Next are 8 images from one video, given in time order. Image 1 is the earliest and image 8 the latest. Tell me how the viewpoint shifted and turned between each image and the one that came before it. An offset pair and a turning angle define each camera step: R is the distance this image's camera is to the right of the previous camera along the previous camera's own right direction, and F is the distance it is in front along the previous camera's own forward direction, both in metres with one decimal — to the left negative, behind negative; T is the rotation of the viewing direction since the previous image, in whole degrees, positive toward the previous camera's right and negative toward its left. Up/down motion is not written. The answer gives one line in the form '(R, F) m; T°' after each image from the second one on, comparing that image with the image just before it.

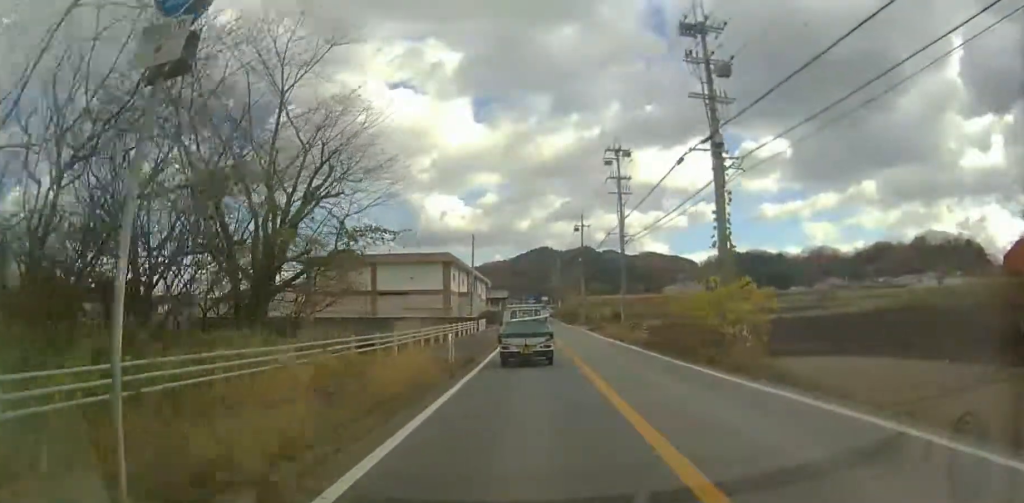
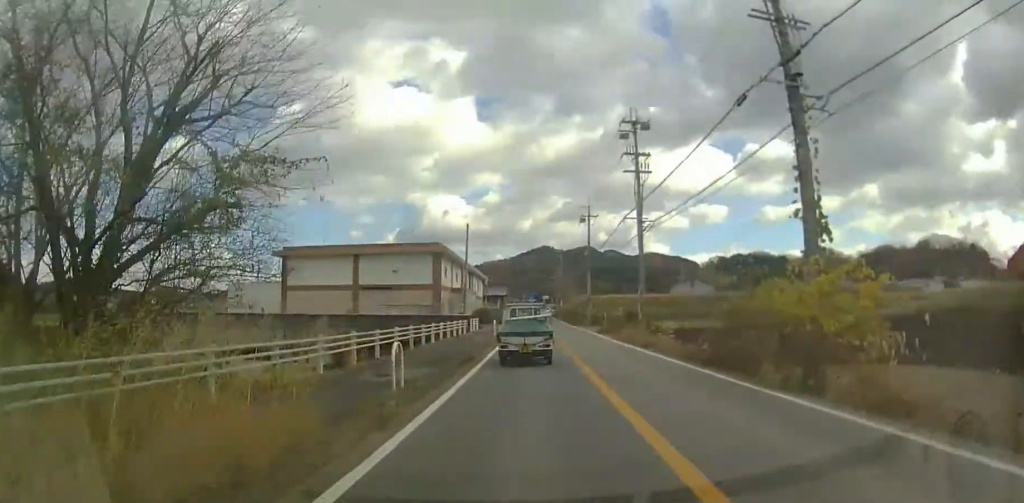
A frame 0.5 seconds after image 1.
(0.0, +6.0) m; 0°
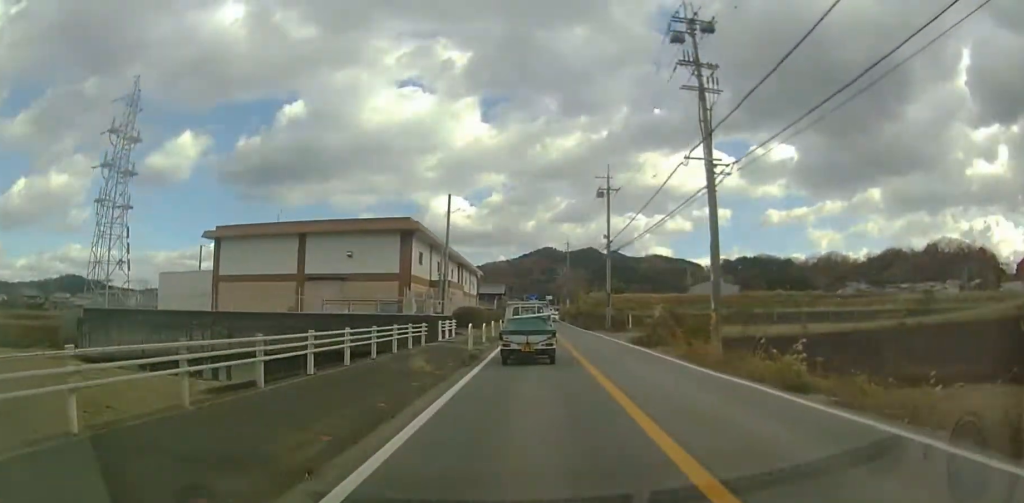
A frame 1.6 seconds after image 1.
(+0.1, +12.9) m; 0°
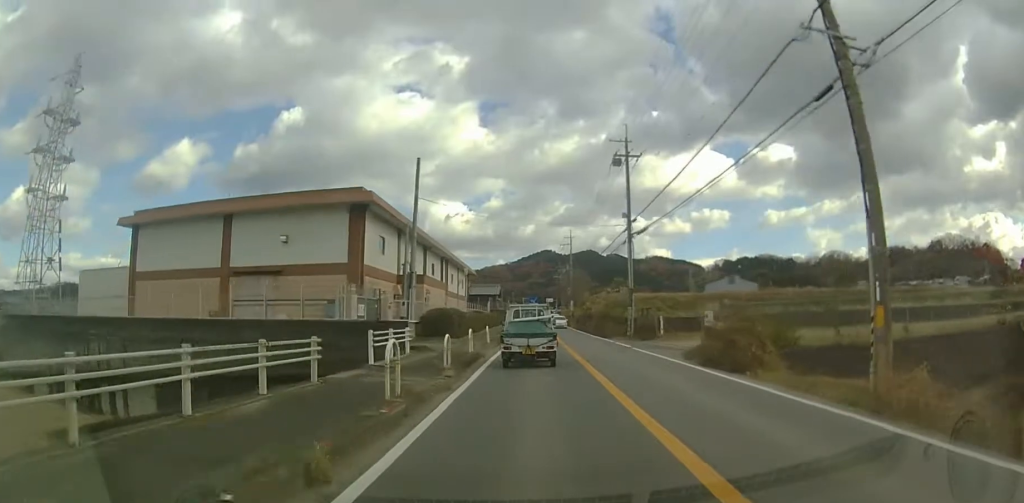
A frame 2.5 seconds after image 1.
(0.0, +10.4) m; -1°
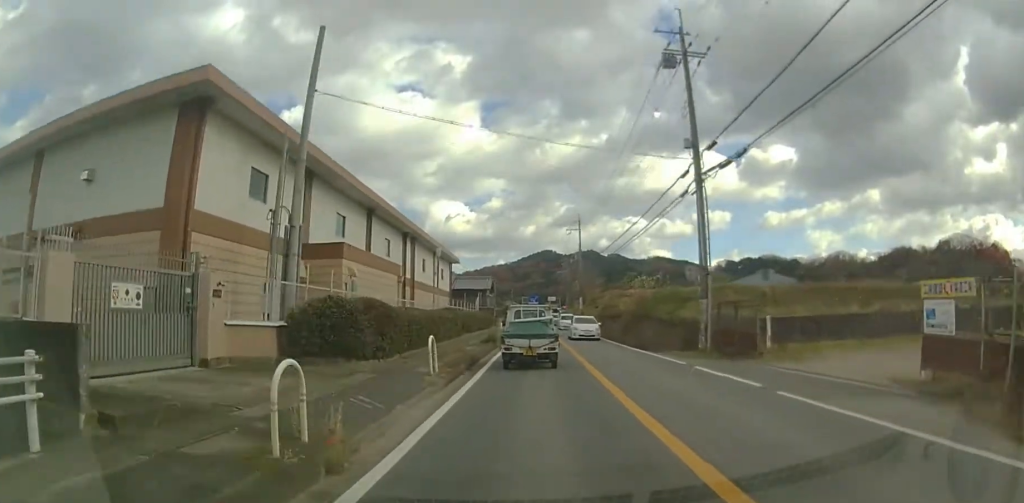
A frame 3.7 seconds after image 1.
(-0.1, +13.9) m; -1°
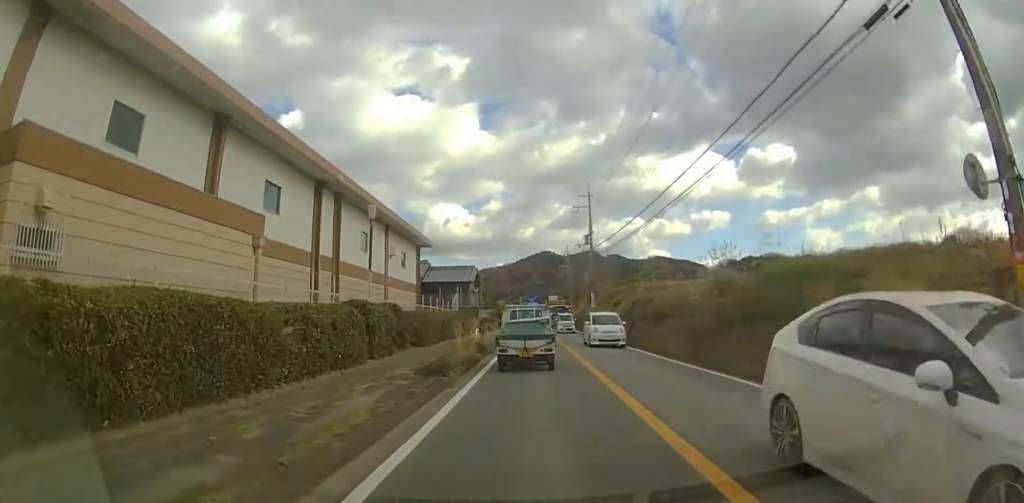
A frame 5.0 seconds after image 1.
(-0.1, +13.7) m; 0°
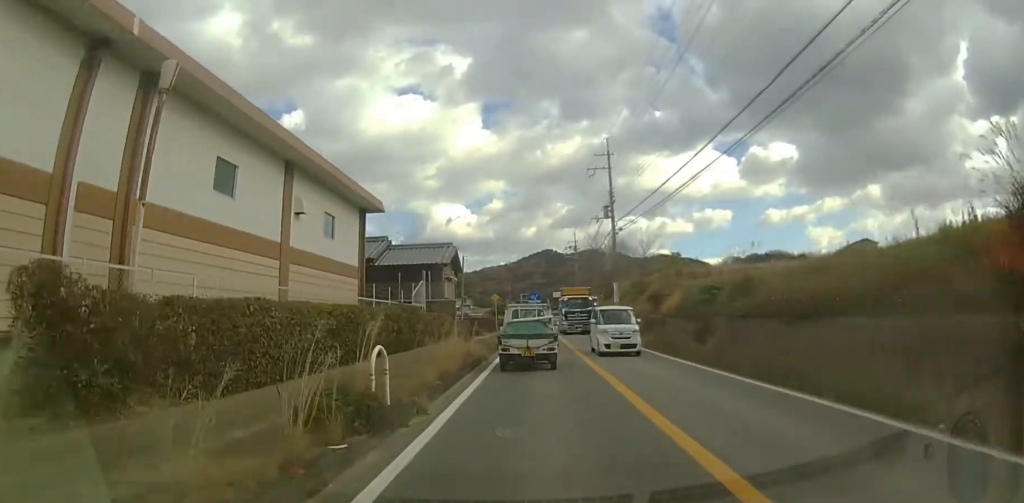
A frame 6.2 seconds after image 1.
(+0.2, +13.3) m; -1°
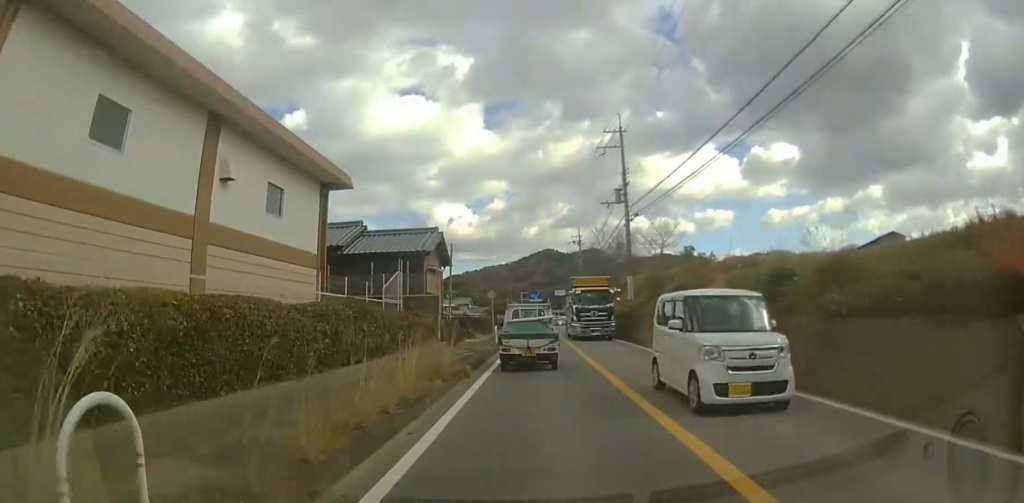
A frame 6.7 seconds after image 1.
(-0.1, +5.3) m; 0°
